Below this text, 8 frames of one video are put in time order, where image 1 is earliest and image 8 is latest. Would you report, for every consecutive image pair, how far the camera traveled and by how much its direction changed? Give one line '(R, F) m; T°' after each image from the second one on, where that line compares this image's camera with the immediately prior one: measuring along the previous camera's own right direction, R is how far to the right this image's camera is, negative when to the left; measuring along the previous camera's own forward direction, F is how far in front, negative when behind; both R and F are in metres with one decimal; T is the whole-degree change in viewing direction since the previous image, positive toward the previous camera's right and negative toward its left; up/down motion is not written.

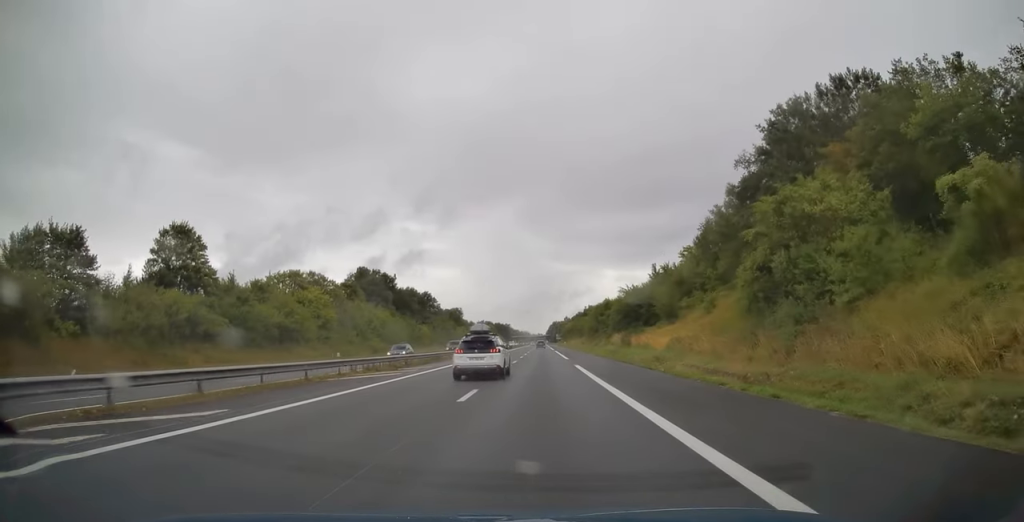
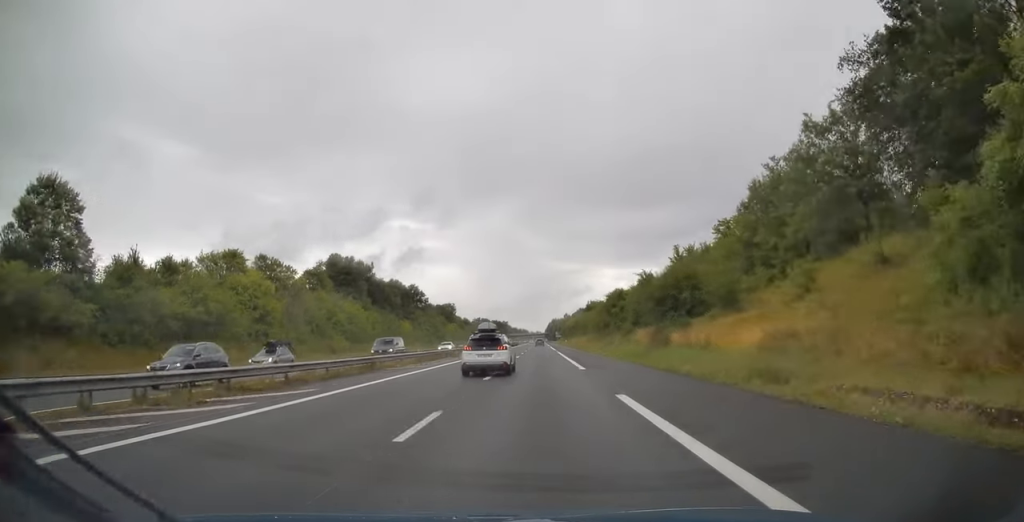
(0.0, +18.8) m; 0°
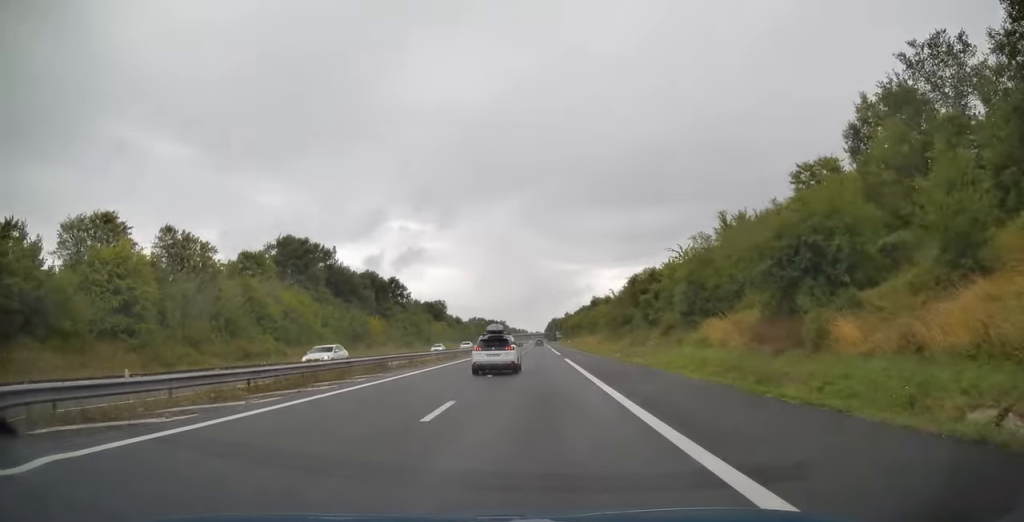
(0.0, +23.6) m; 0°
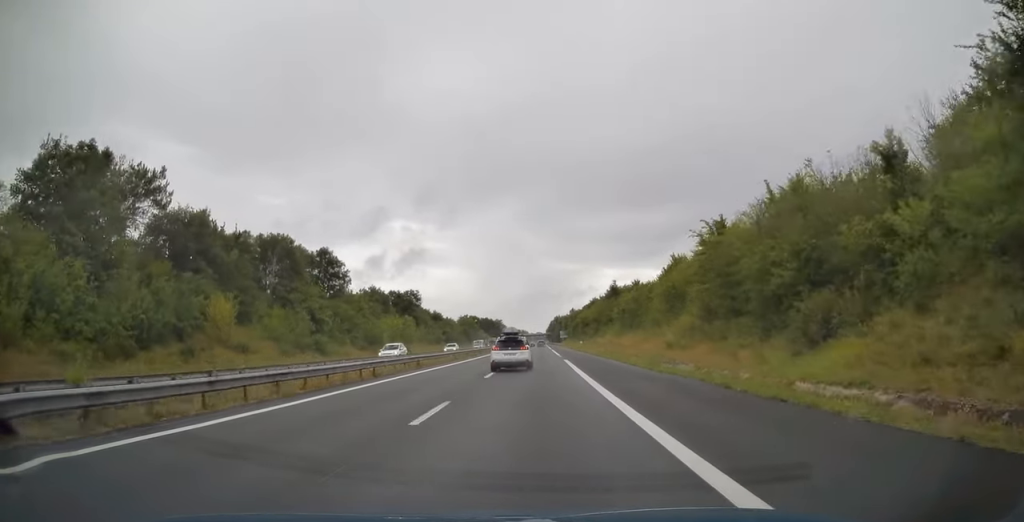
(0.0, +52.0) m; 0°
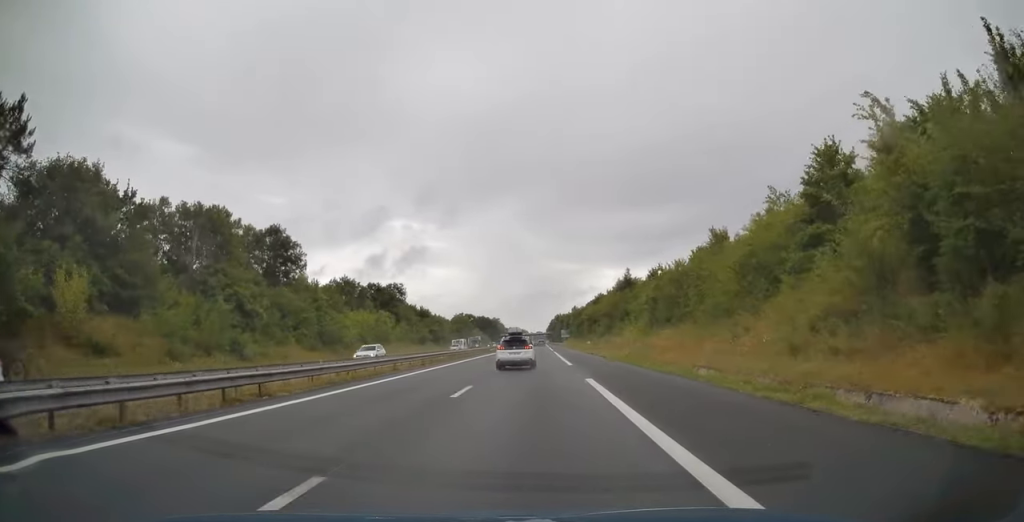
(0.0, +21.0) m; 0°
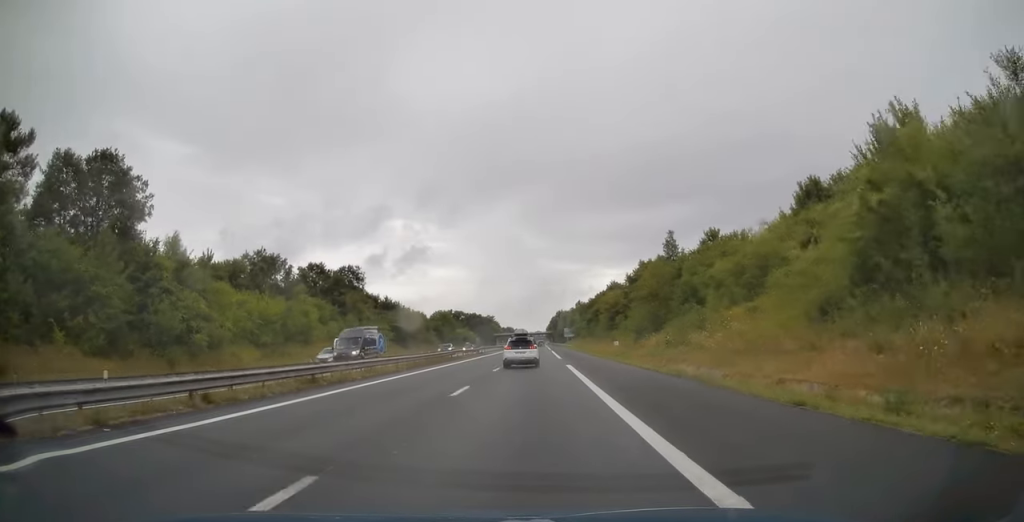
(0.0, +38.7) m; 0°
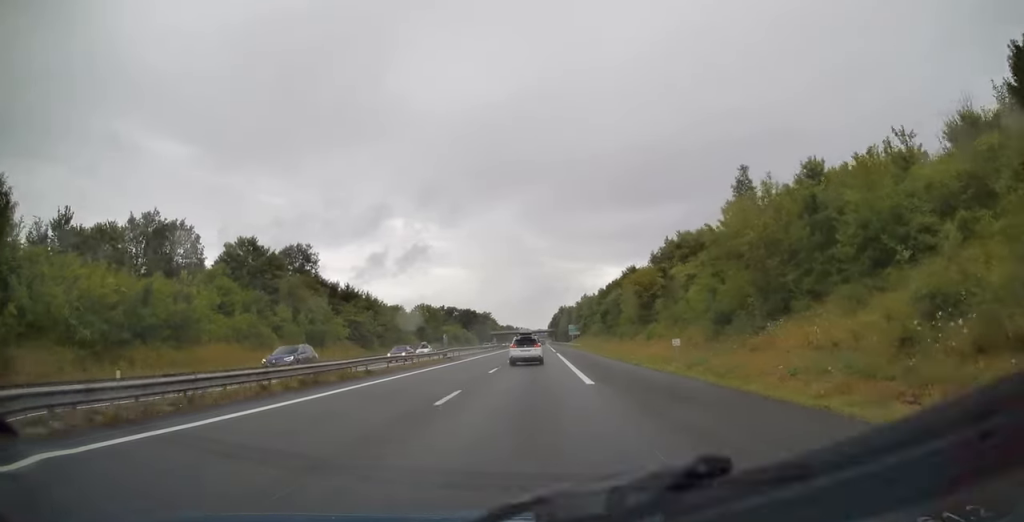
(0.0, +27.9) m; 0°
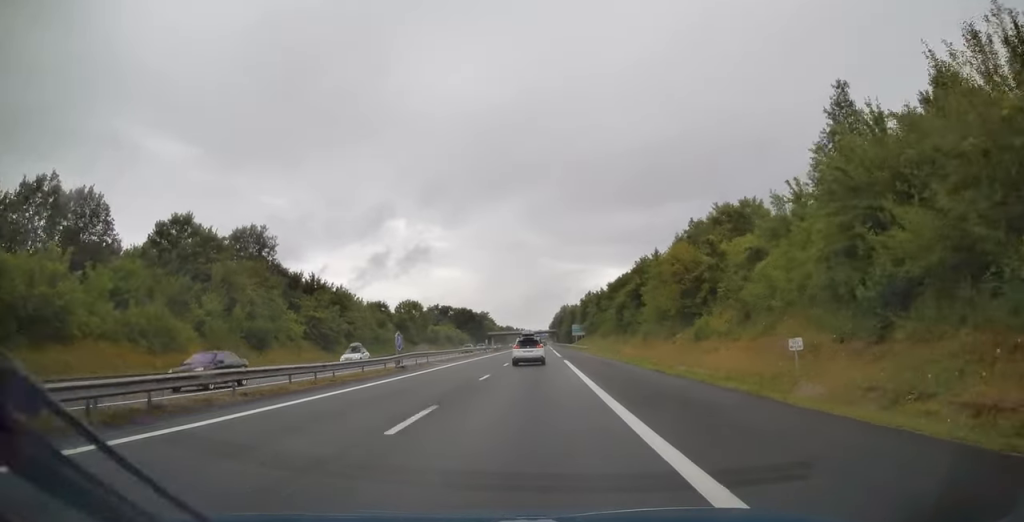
(0.0, +17.2) m; 0°
